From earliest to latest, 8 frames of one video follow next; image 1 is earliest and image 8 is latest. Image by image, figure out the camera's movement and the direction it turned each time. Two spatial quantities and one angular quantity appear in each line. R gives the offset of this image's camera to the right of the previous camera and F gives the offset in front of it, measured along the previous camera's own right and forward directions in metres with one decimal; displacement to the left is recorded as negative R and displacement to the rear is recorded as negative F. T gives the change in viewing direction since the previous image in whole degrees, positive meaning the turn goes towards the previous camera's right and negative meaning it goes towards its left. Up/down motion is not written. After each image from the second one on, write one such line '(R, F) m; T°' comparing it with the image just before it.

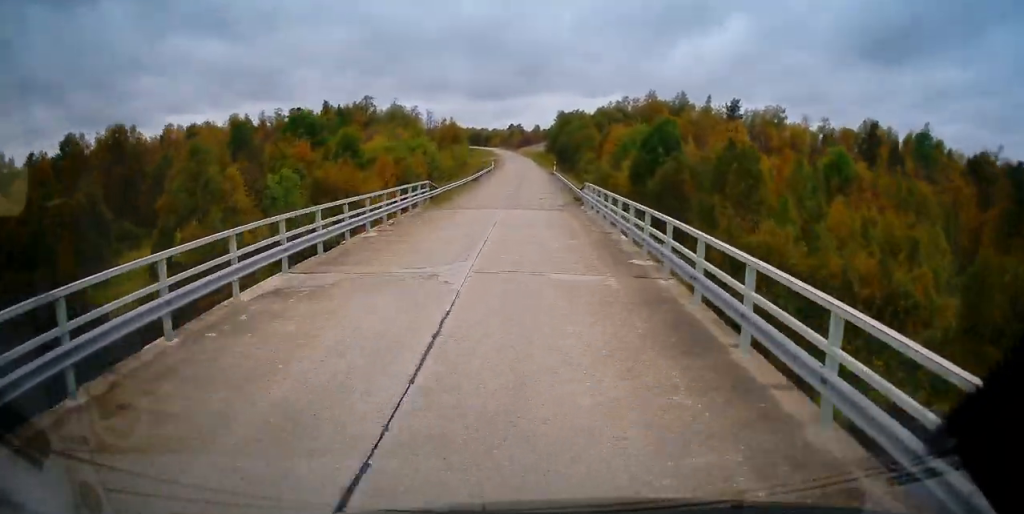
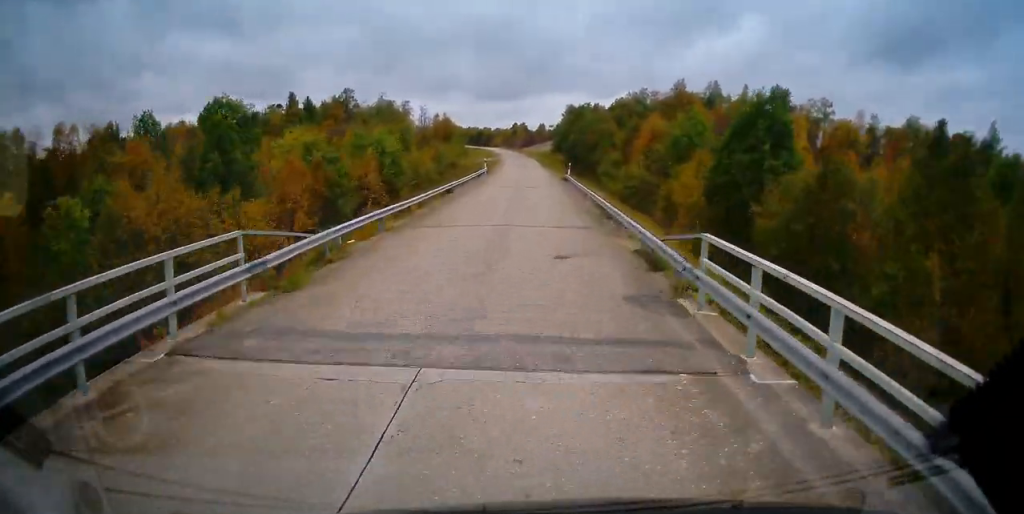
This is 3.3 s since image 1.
(-0.1, +22.3) m; 0°
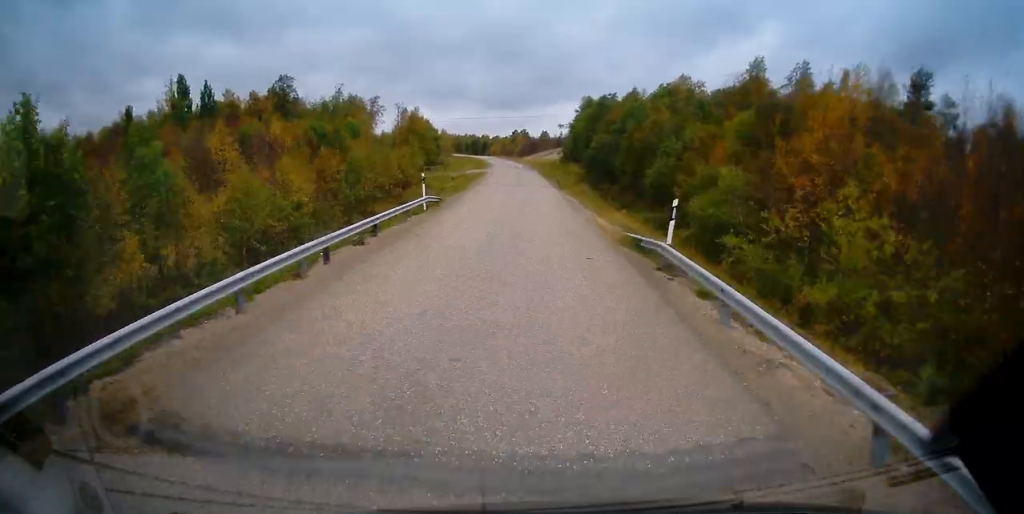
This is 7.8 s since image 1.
(-0.1, +34.9) m; -1°
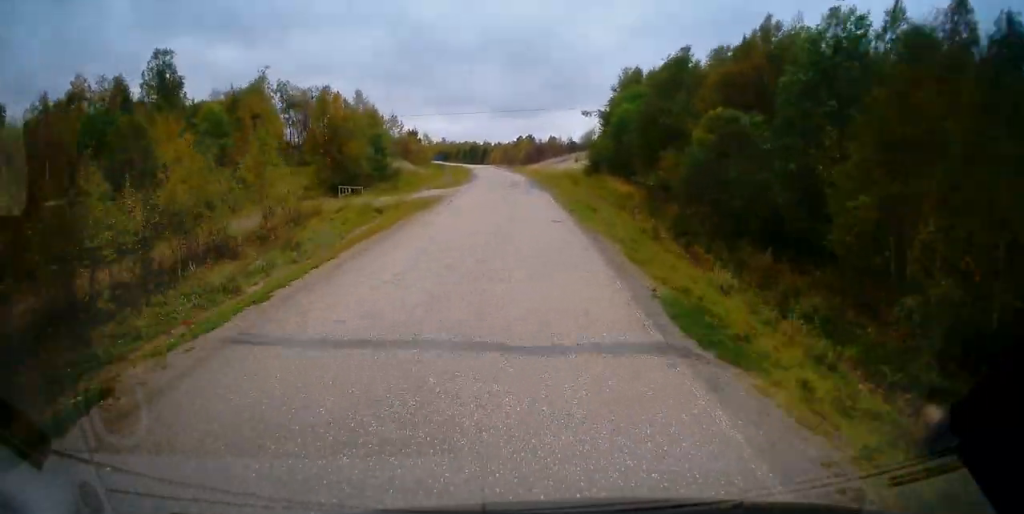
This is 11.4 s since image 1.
(-0.3, +32.0) m; -2°
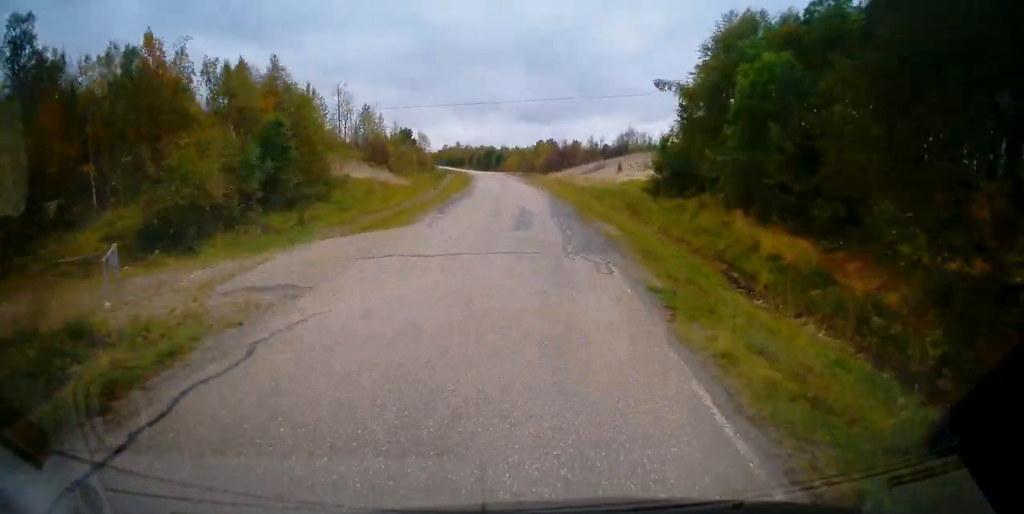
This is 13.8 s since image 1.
(-0.3, +23.3) m; -1°
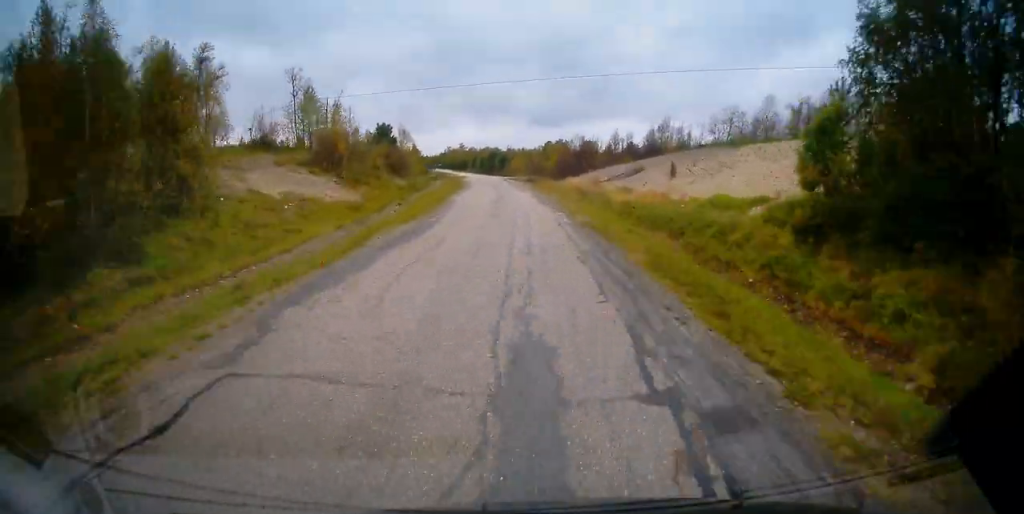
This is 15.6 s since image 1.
(-0.2, +18.2) m; -1°
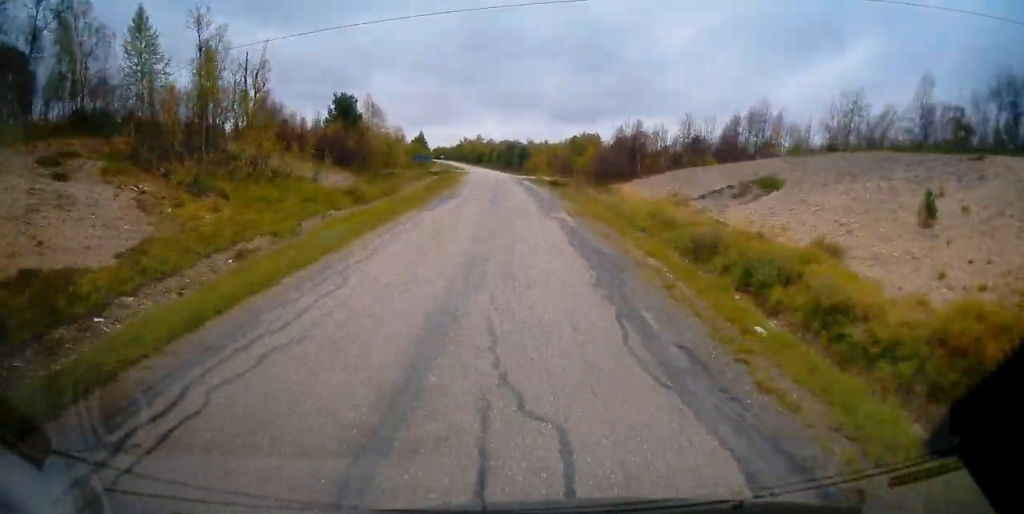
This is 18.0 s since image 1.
(-0.2, +25.1) m; -2°
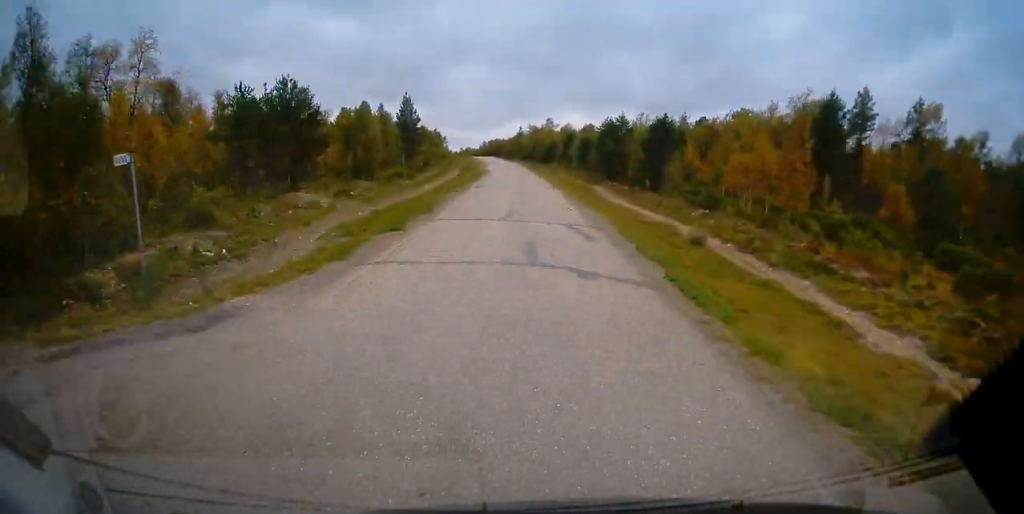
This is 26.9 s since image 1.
(-5.6, +99.3) m; -6°
